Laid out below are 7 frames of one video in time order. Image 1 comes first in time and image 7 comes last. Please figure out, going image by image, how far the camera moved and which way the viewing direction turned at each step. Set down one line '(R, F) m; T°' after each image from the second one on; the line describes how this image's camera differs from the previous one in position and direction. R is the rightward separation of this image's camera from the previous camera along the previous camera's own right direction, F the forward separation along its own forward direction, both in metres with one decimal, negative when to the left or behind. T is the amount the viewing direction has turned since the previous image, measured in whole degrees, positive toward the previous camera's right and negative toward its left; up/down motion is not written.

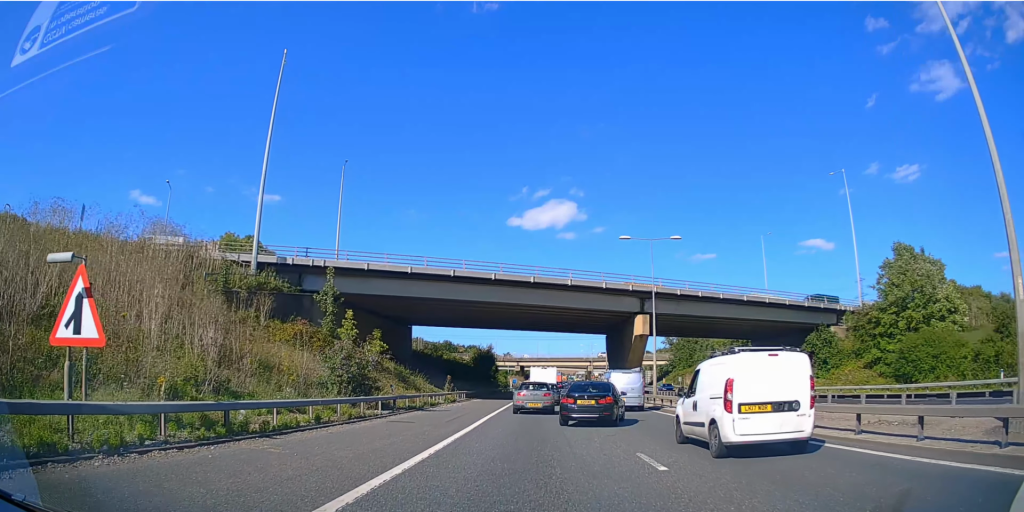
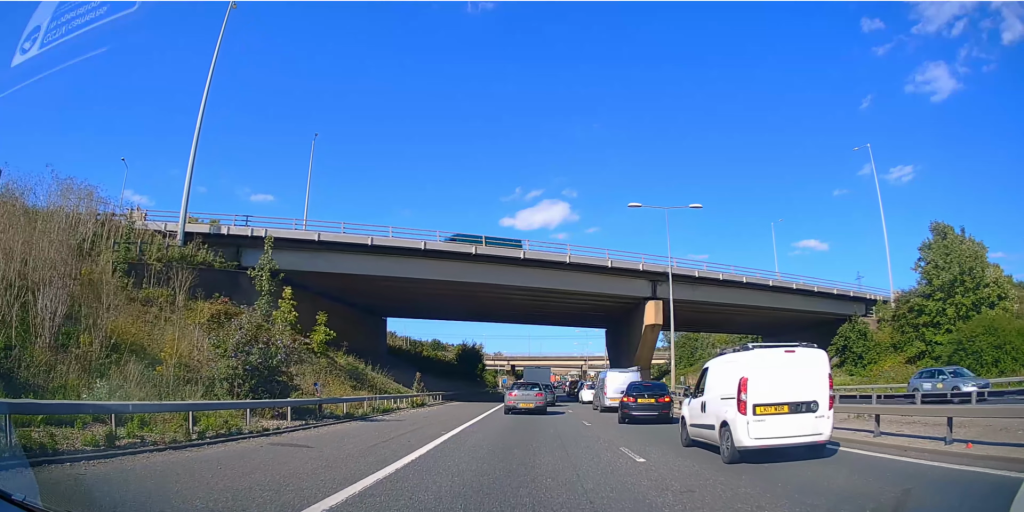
(-0.1, +8.4) m; 0°
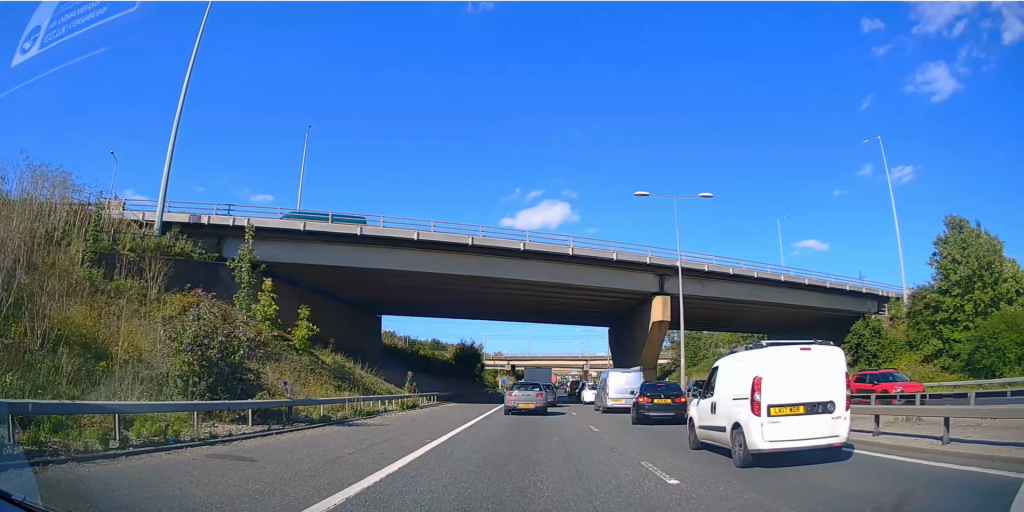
(0.0, +2.3) m; 0°
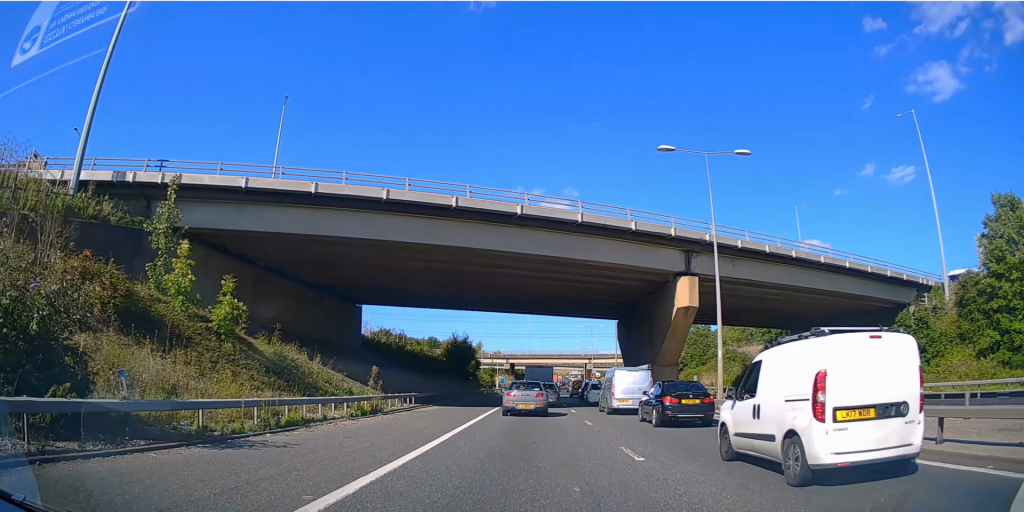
(0.0, +7.1) m; 0°
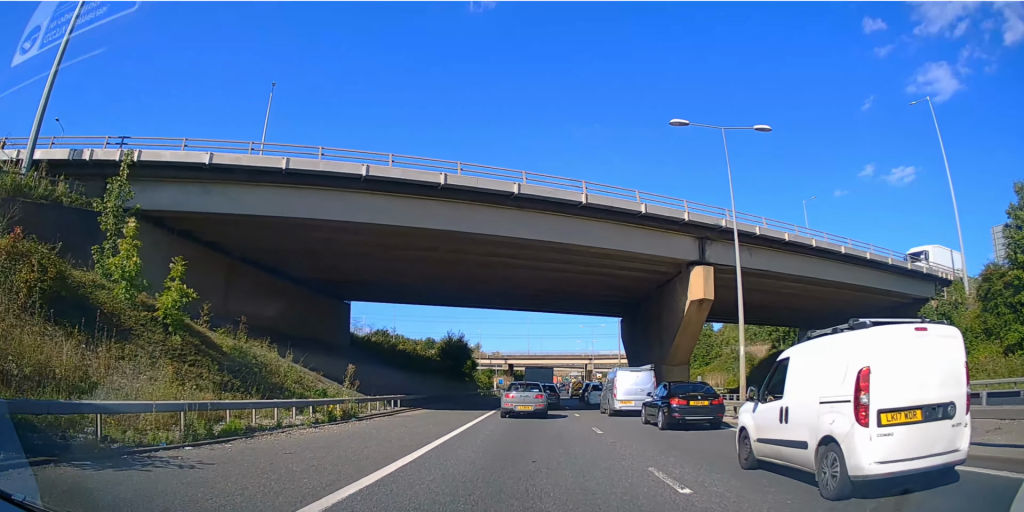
(0.0, +3.0) m; 0°
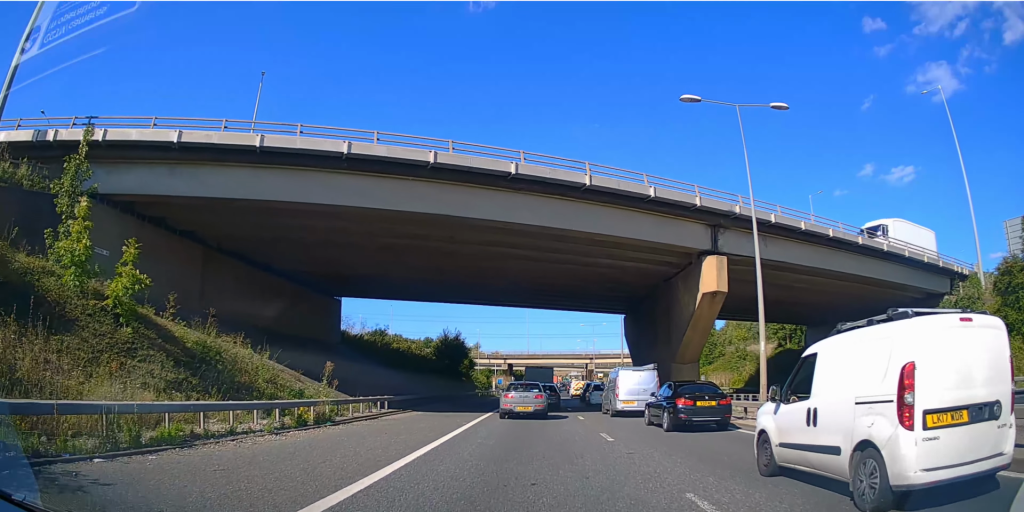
(0.0, +2.3) m; 0°
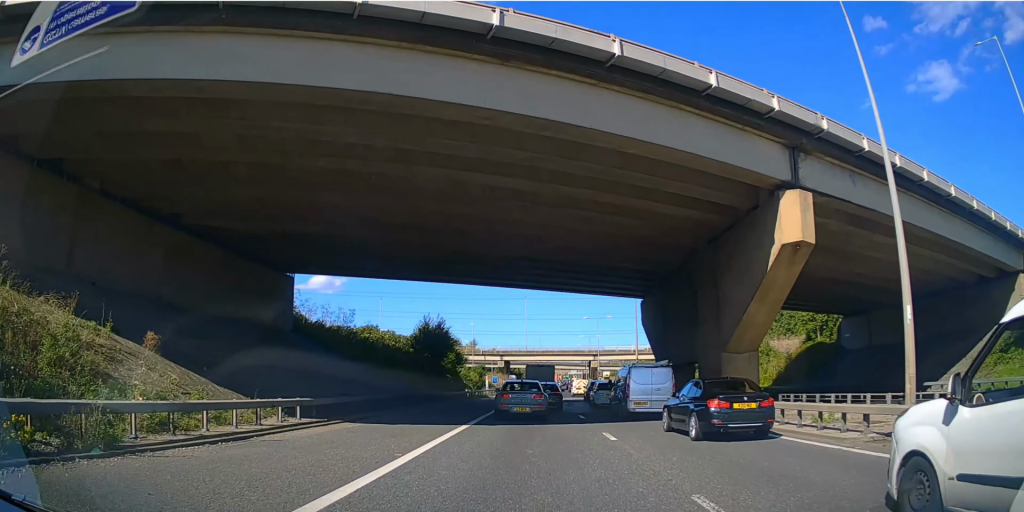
(0.0, +9.7) m; 0°
